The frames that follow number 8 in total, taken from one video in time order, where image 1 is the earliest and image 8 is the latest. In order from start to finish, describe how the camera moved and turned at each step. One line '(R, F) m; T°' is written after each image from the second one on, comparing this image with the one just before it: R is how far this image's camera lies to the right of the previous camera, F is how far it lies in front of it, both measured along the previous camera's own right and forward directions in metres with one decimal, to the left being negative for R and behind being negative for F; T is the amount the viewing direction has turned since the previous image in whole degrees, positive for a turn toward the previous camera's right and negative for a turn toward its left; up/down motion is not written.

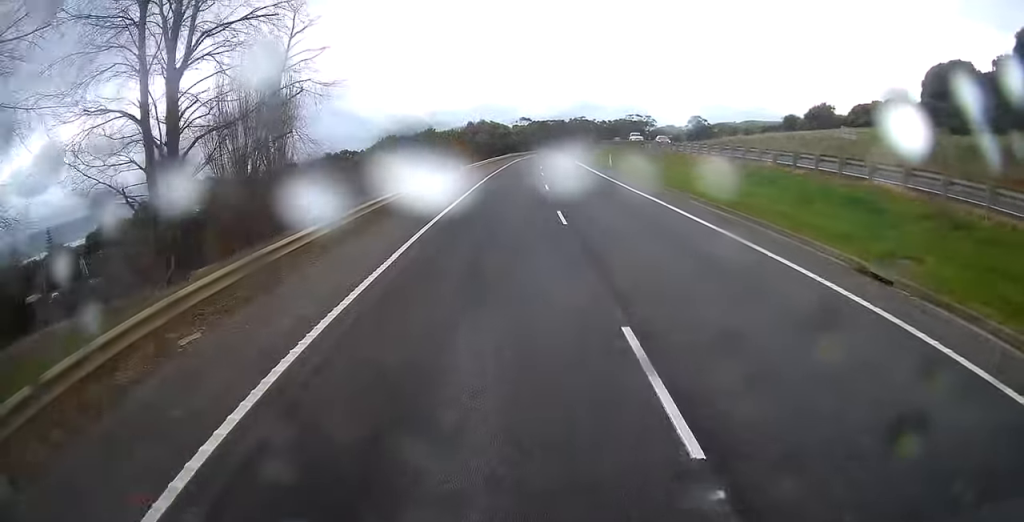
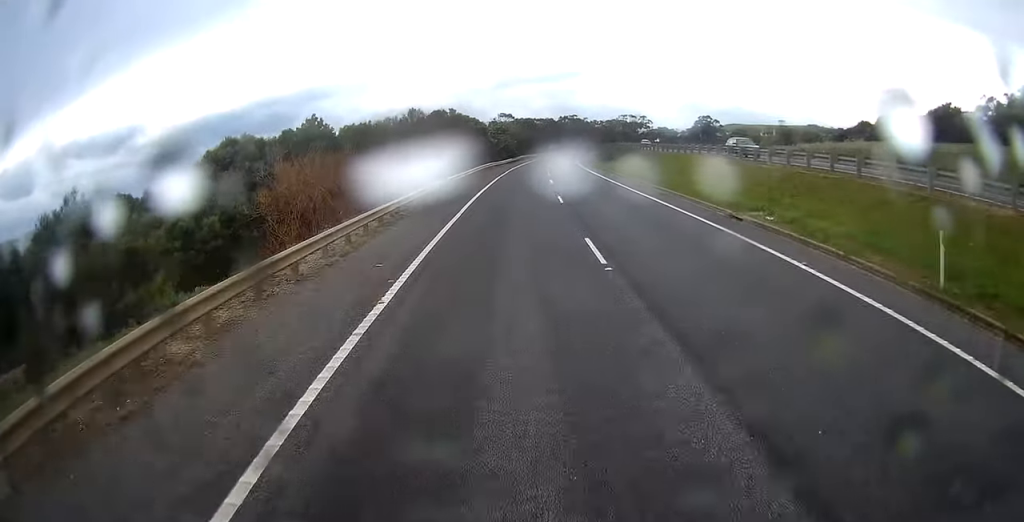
(-0.2, +41.3) m; +1°
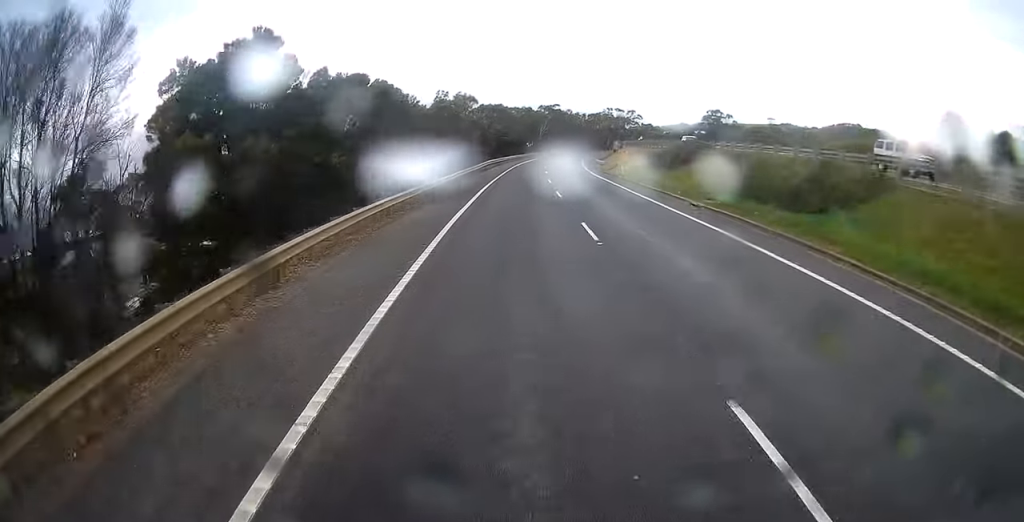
(+1.3, +45.8) m; +3°
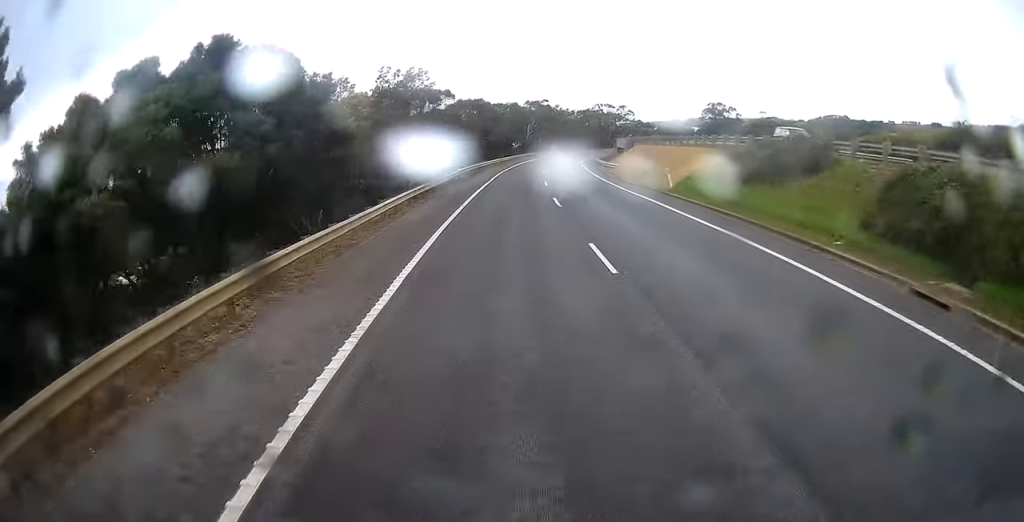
(+0.3, +15.7) m; +1°
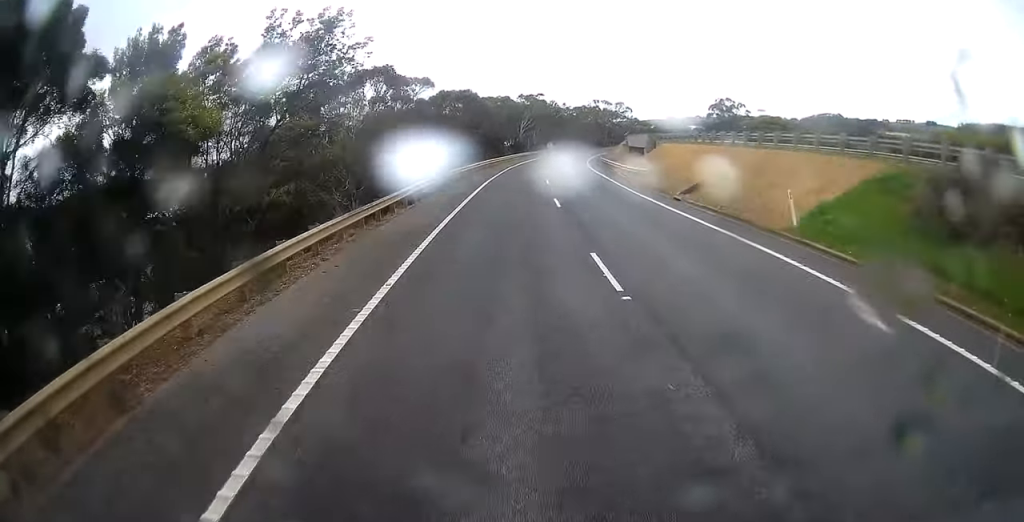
(+0.1, +13.7) m; +1°
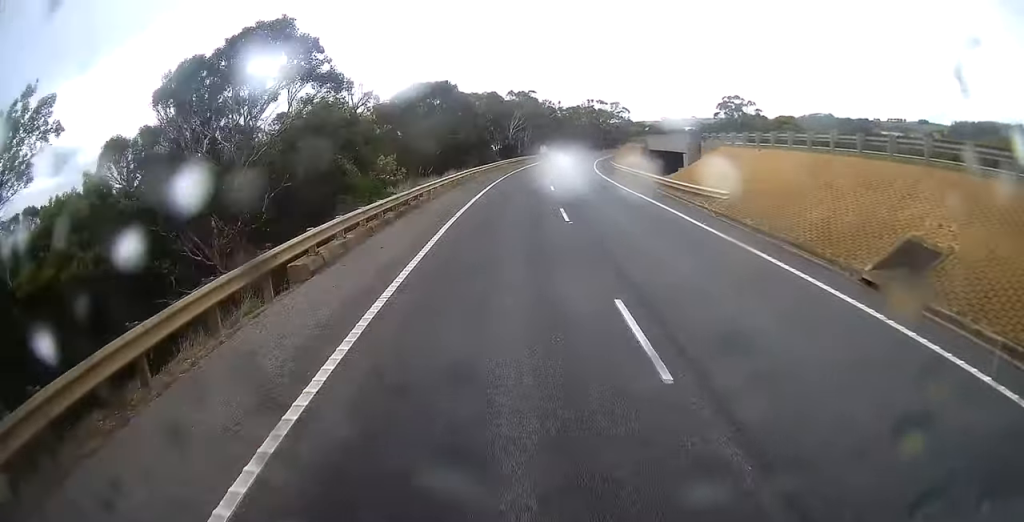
(+0.2, +15.1) m; +1°
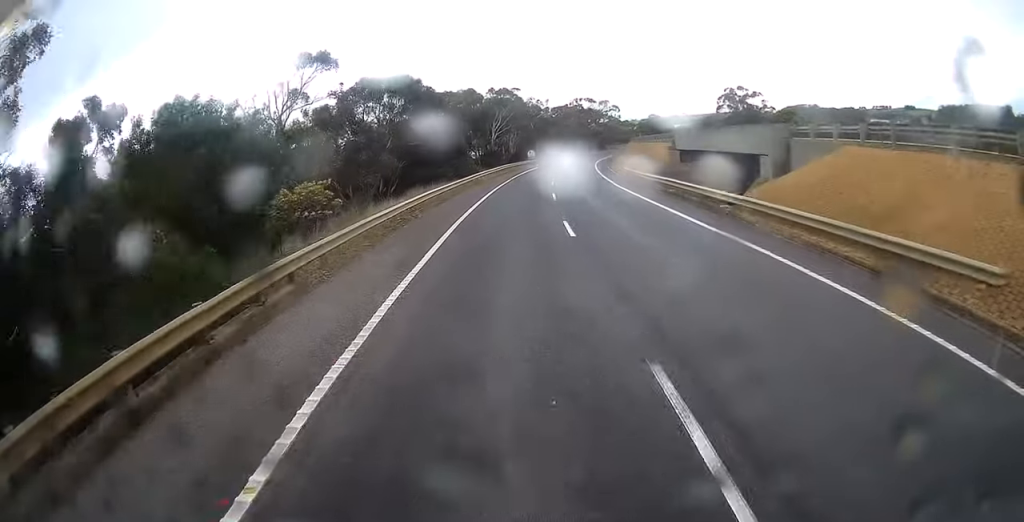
(+0.2, +14.6) m; +1°
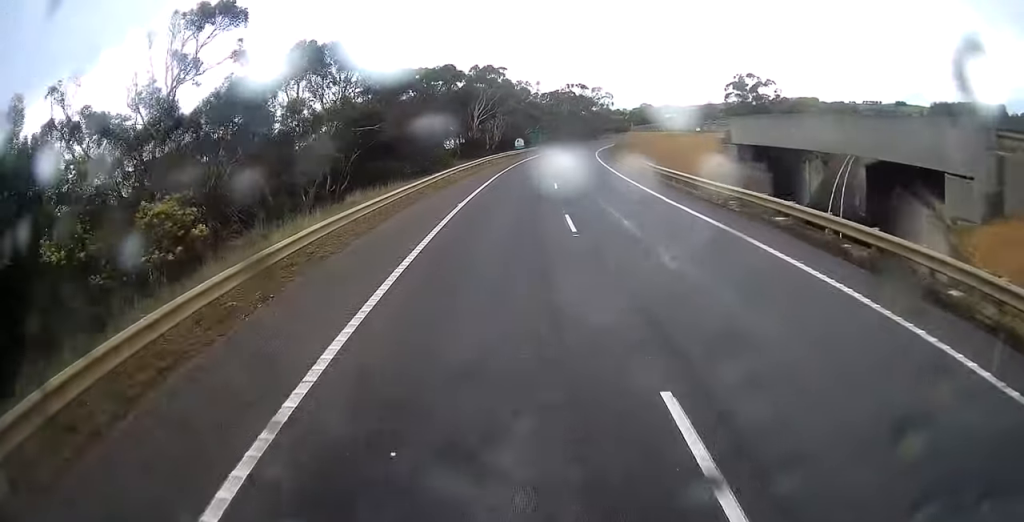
(0.0, +13.1) m; +1°
